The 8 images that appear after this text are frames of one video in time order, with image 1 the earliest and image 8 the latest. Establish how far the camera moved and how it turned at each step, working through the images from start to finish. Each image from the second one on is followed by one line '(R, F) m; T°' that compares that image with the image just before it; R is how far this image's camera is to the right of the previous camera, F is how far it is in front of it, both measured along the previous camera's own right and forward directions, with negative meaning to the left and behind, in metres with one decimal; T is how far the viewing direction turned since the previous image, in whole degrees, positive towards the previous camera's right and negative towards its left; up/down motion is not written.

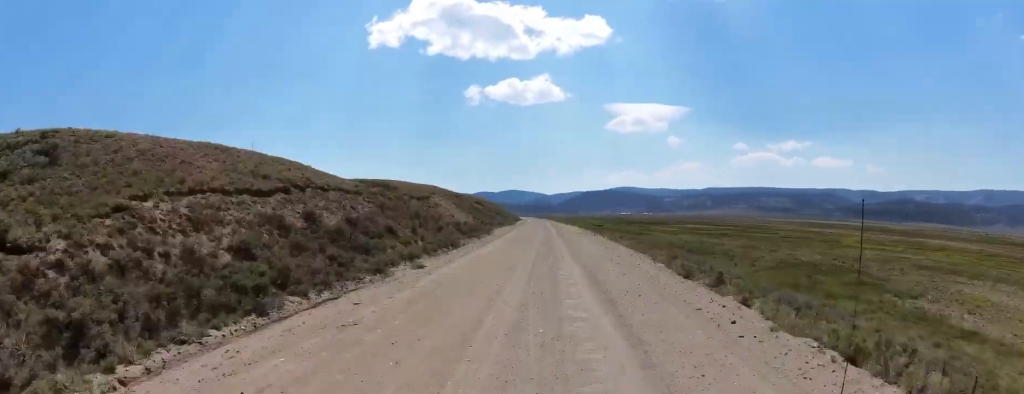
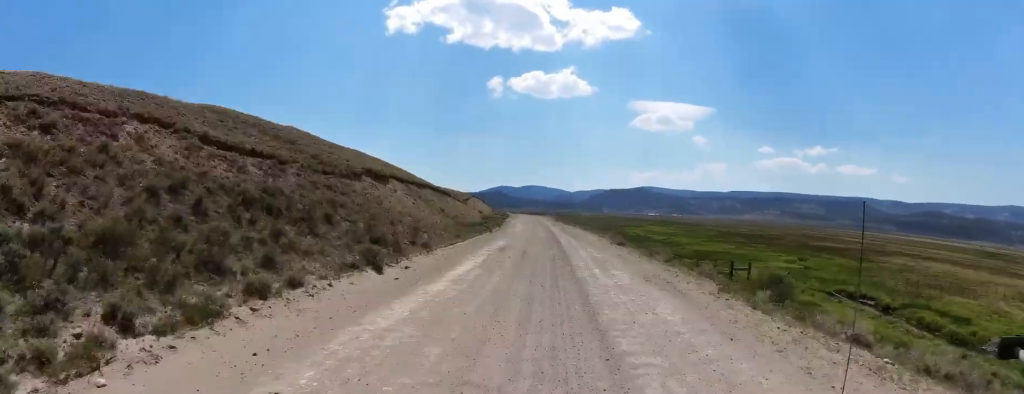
(-7.2, +171.6) m; -4°
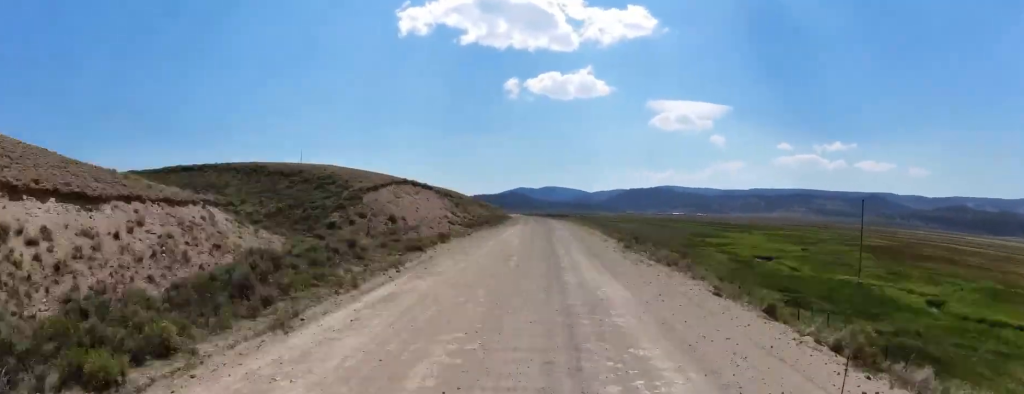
(-0.9, +81.4) m; -1°
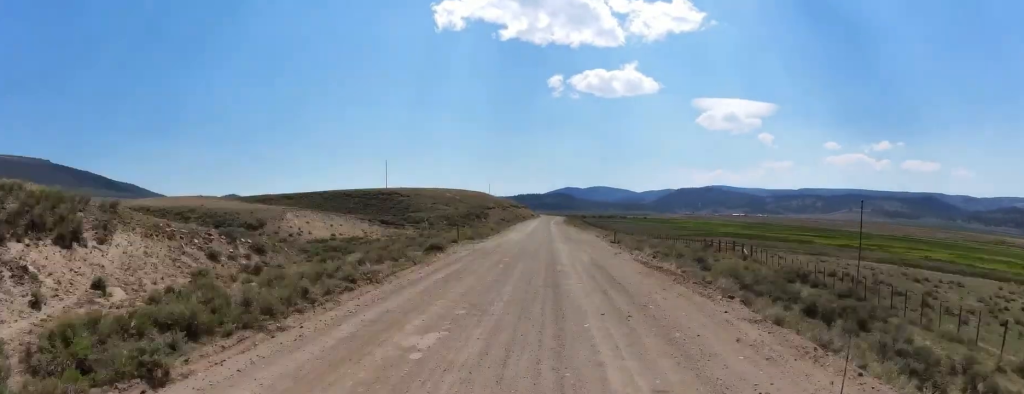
(-3.9, +167.3) m; -2°
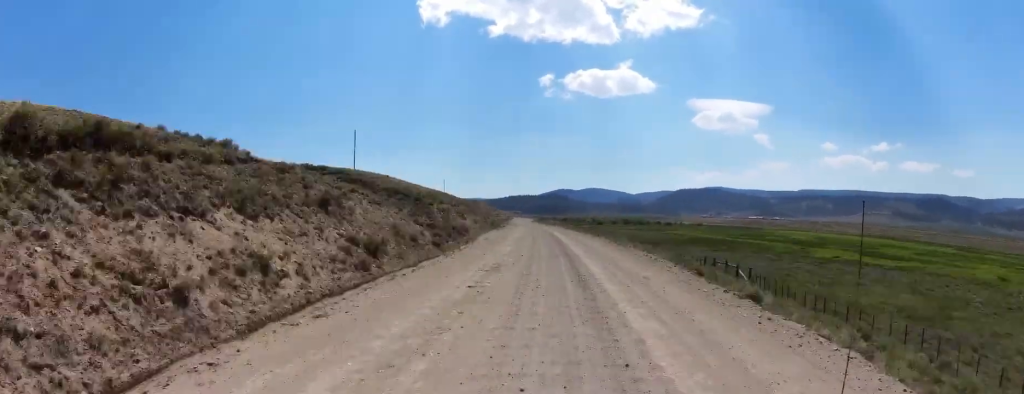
(-2.9, +202.8) m; -2°
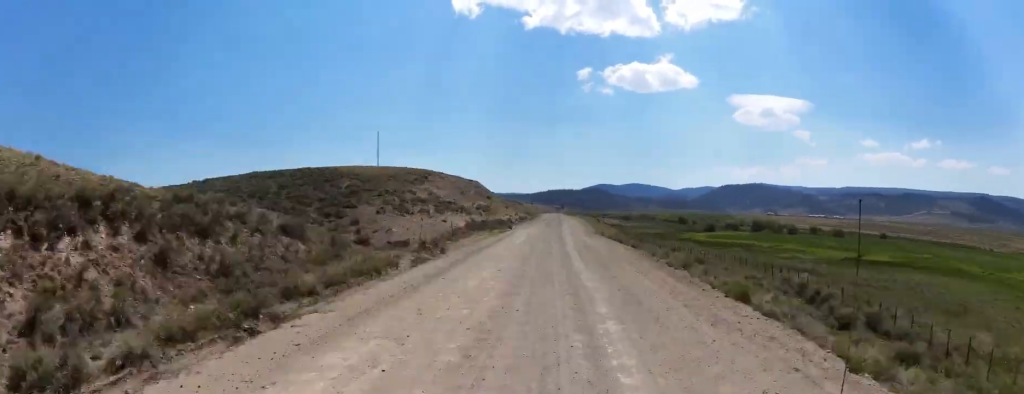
(-2.2, +146.3) m; -1°
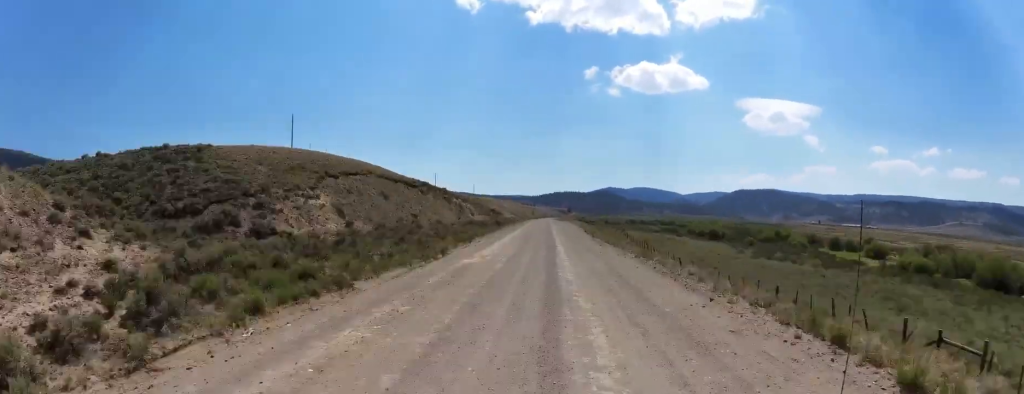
(-1.8, +163.2) m; -2°
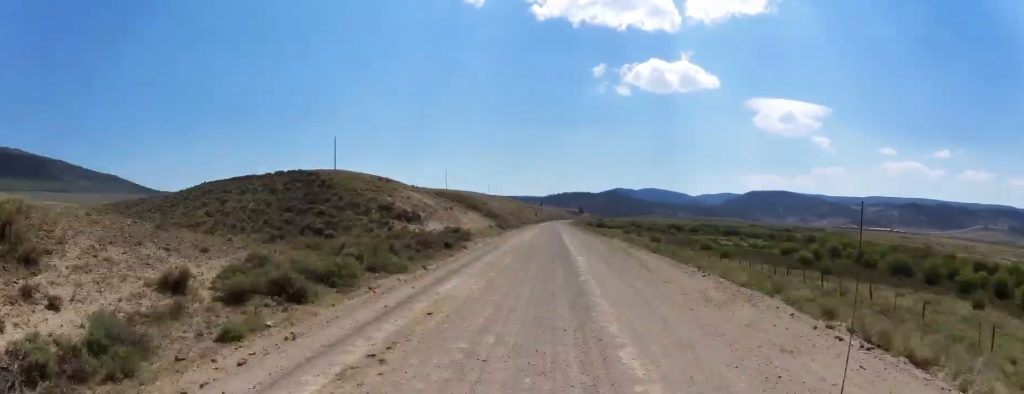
(-2.3, +98.1) m; 0°
